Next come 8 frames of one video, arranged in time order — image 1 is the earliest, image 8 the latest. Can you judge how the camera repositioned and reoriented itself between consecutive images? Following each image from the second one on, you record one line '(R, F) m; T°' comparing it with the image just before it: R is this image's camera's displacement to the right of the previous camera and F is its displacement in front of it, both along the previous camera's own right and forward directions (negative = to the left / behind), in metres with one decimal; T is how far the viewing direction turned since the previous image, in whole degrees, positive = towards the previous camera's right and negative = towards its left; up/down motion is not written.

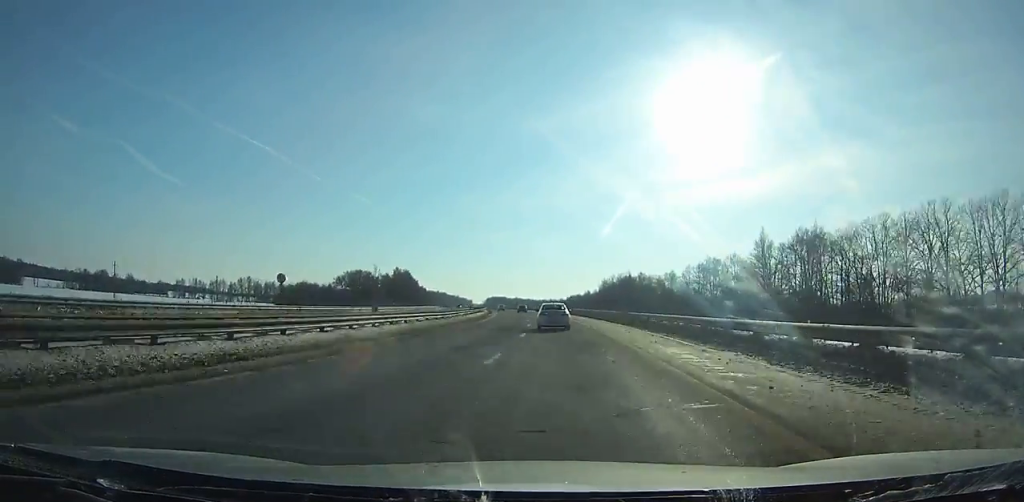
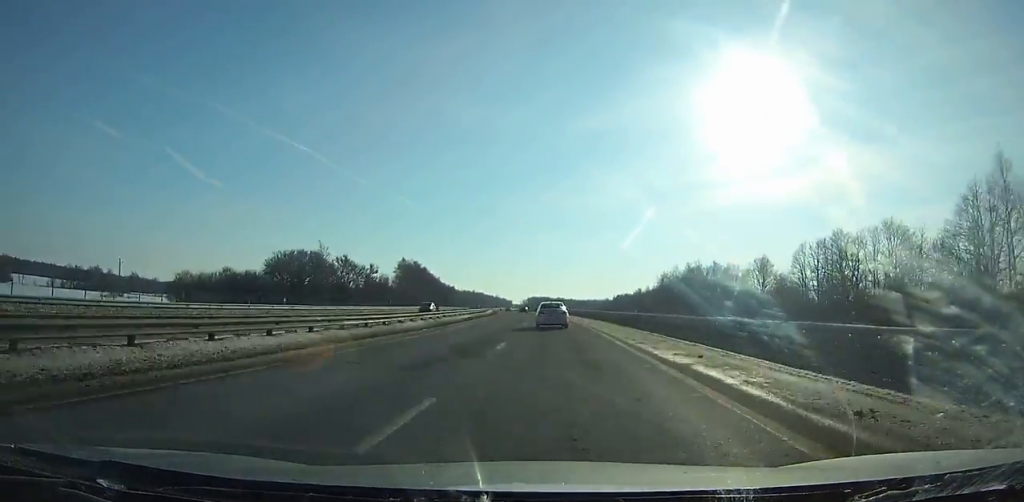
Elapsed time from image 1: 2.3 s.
(-2.8, +67.0) m; -4°
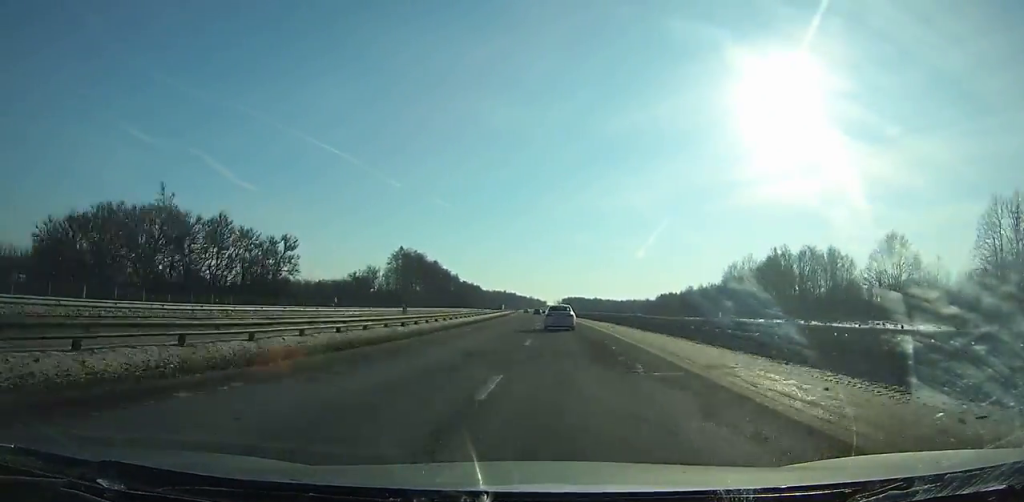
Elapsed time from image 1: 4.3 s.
(-1.5, +58.7) m; -3°
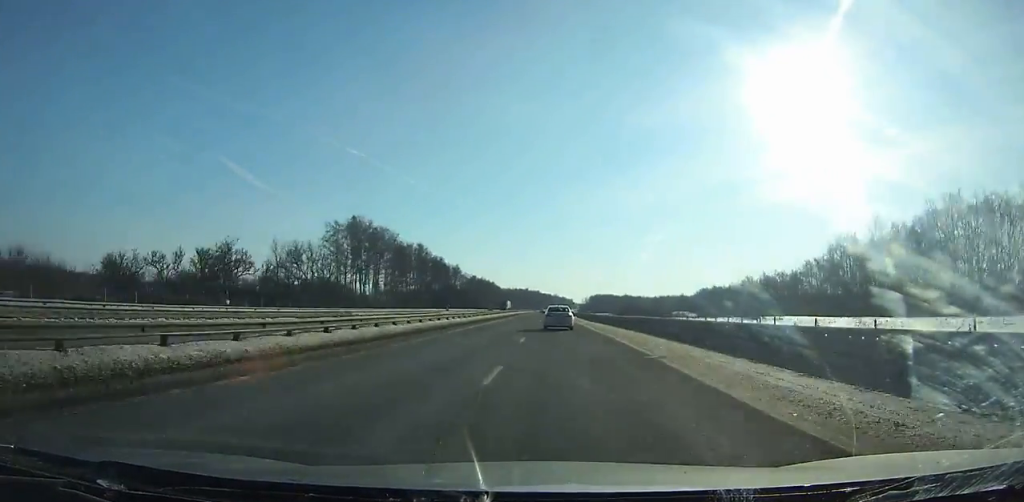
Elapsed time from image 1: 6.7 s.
(-1.8, +71.0) m; -2°
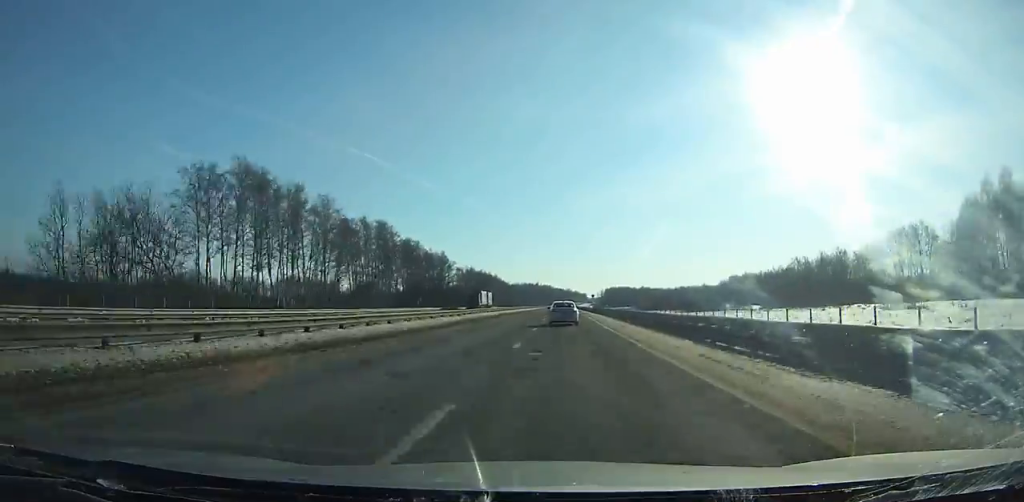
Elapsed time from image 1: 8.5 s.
(-0.6, +53.9) m; 0°
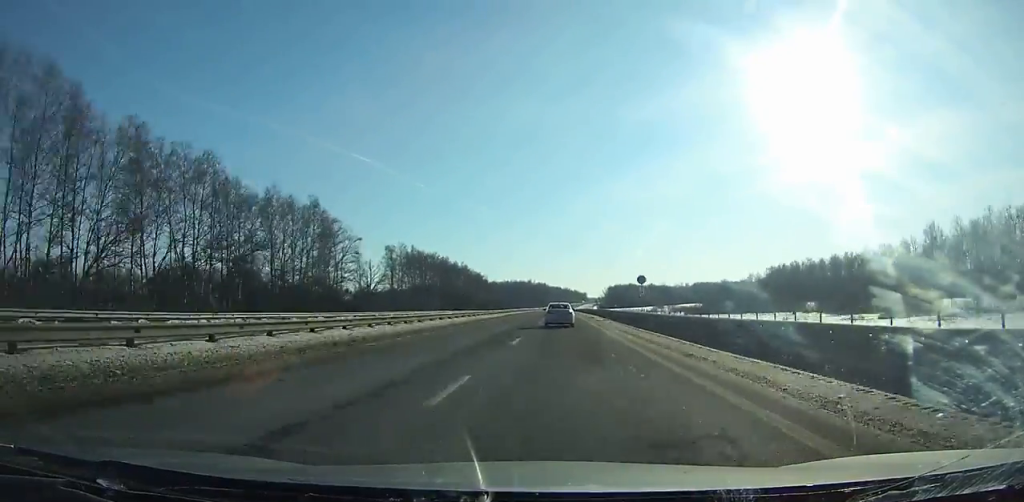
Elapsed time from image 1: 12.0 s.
(-0.4, +105.7) m; 0°
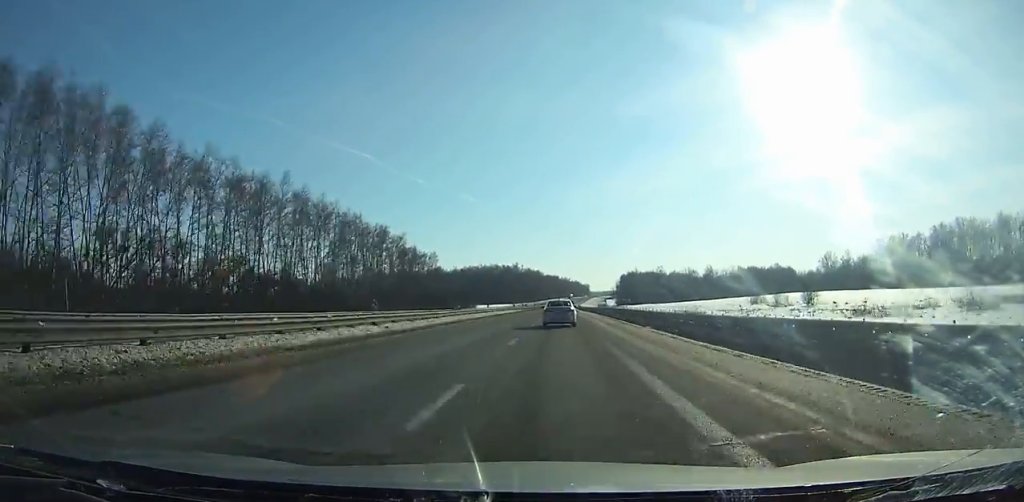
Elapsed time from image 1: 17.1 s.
(+0.1, +156.5) m; 0°
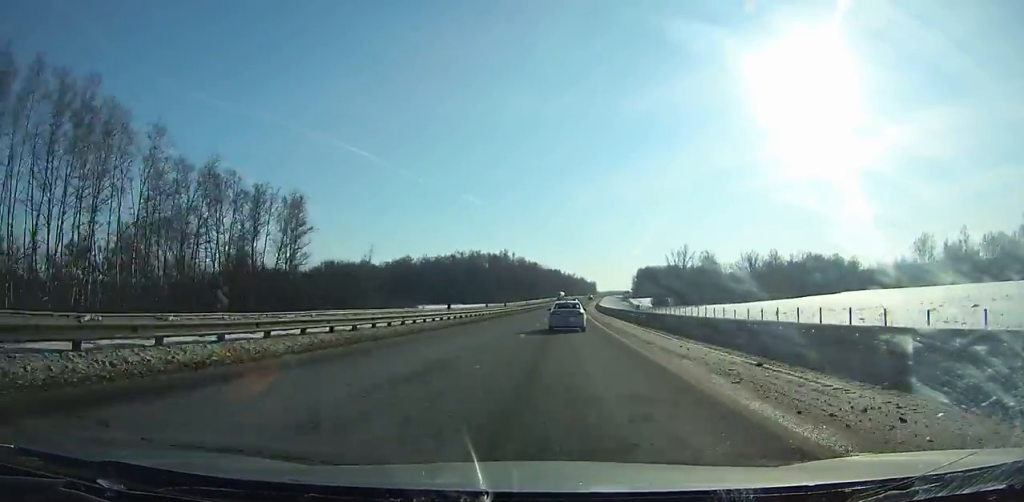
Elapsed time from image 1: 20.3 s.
(+0.5, +99.0) m; +1°
